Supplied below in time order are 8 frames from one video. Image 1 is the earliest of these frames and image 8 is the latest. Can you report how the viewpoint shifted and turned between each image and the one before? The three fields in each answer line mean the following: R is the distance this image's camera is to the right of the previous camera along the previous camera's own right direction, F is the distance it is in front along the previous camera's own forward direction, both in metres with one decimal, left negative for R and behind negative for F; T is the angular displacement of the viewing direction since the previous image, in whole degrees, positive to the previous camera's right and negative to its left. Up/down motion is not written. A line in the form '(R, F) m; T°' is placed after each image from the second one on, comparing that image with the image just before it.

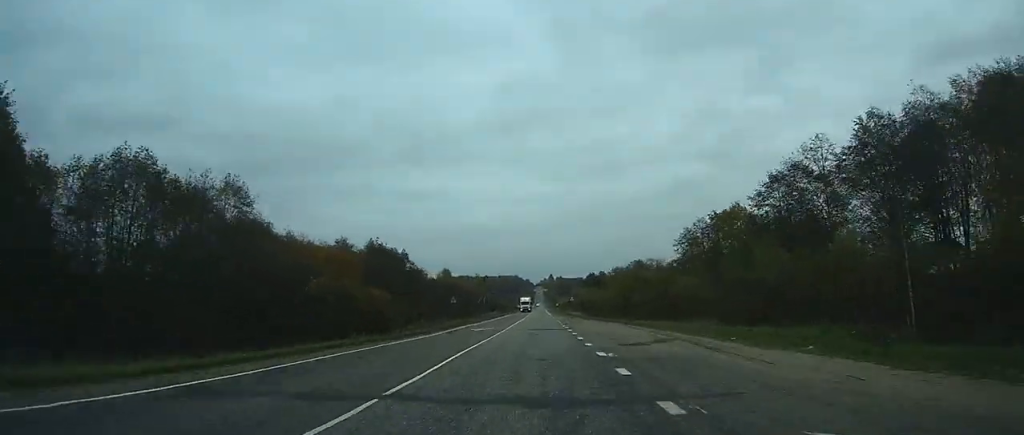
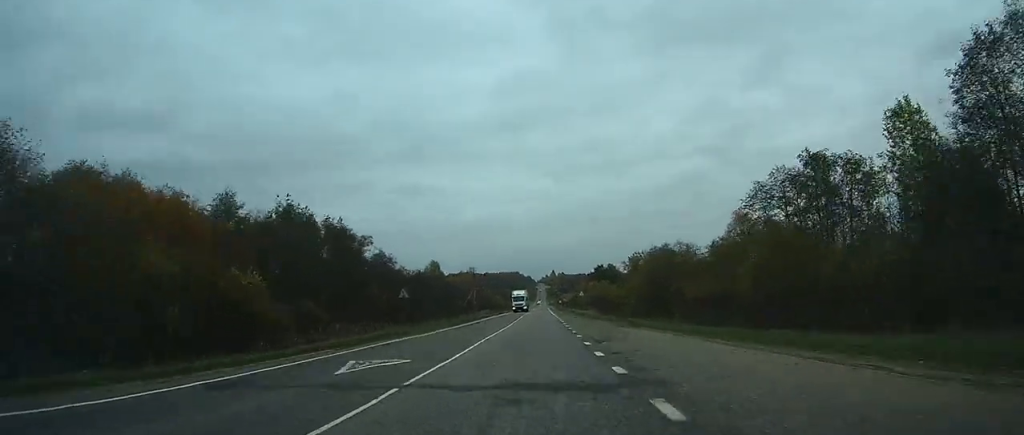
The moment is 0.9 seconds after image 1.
(-5.6, +26.1) m; -4°
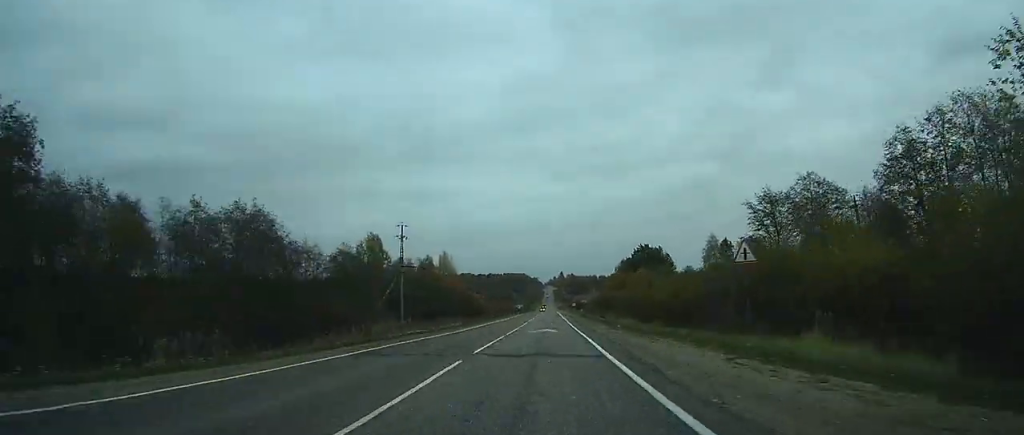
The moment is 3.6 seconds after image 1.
(-6.5, +76.7) m; 0°
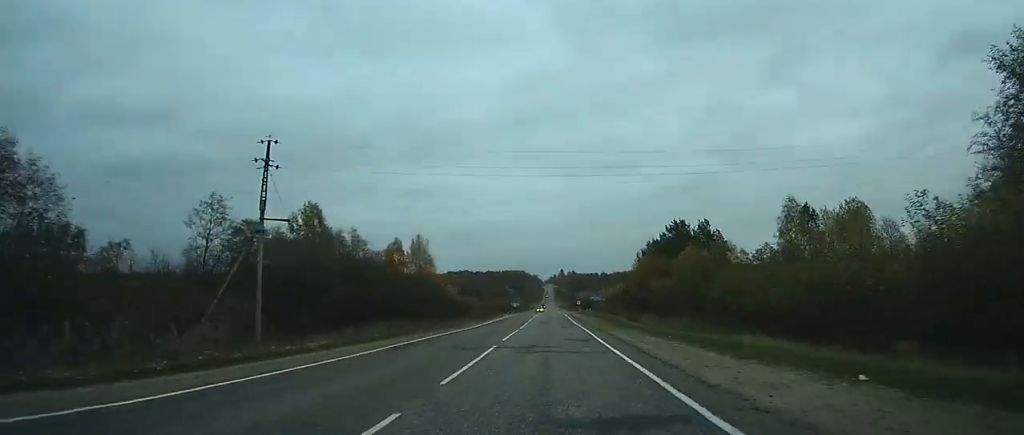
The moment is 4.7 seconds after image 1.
(+1.0, +31.1) m; +2°
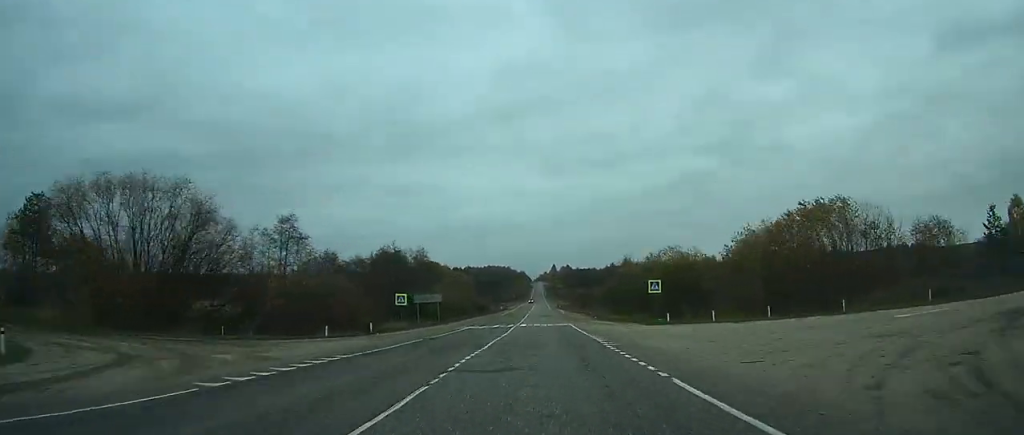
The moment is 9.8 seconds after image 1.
(+1.9, +126.7) m; +1°
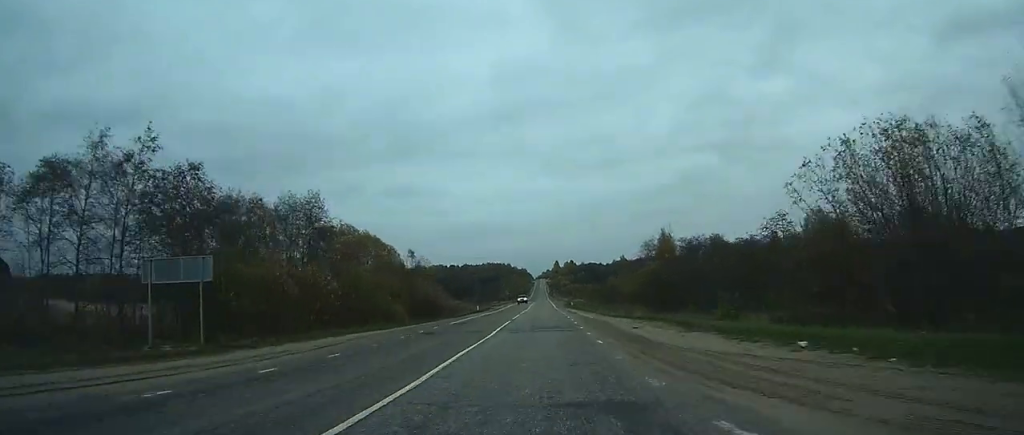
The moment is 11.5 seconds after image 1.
(0.0, +44.9) m; 0°
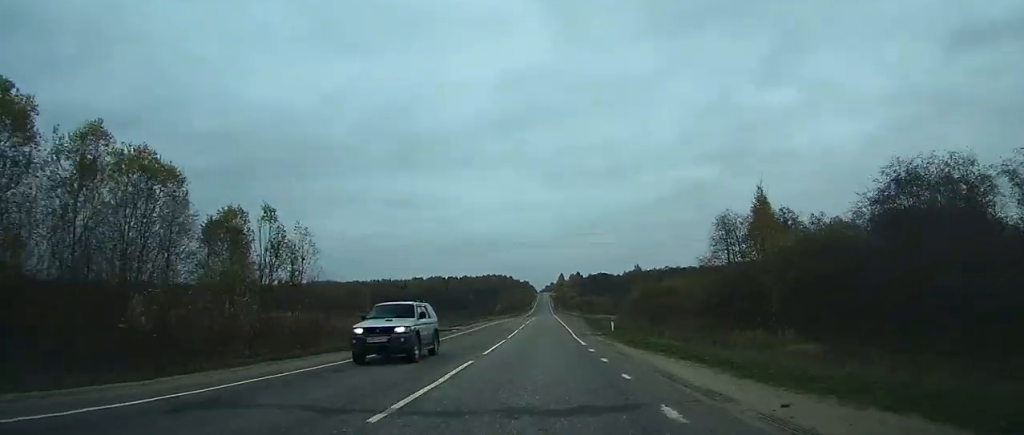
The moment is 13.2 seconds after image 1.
(-0.1, +46.5) m; 0°
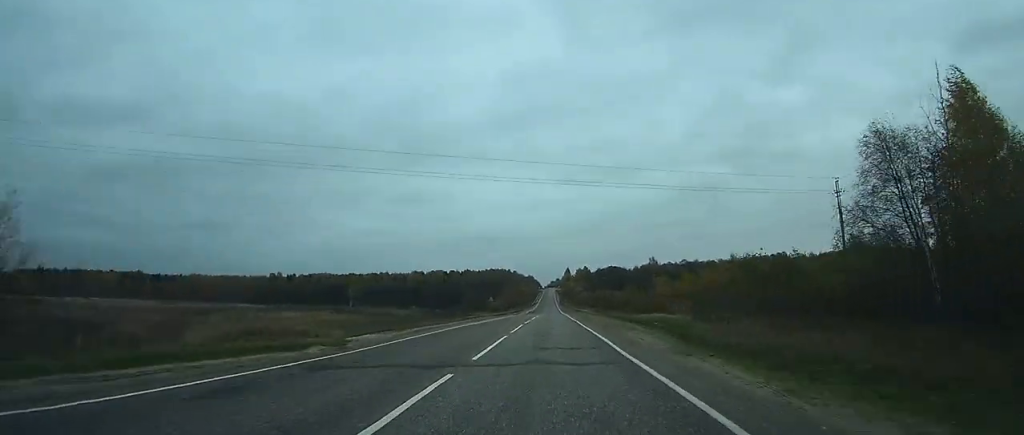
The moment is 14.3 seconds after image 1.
(0.0, +32.4) m; 0°
